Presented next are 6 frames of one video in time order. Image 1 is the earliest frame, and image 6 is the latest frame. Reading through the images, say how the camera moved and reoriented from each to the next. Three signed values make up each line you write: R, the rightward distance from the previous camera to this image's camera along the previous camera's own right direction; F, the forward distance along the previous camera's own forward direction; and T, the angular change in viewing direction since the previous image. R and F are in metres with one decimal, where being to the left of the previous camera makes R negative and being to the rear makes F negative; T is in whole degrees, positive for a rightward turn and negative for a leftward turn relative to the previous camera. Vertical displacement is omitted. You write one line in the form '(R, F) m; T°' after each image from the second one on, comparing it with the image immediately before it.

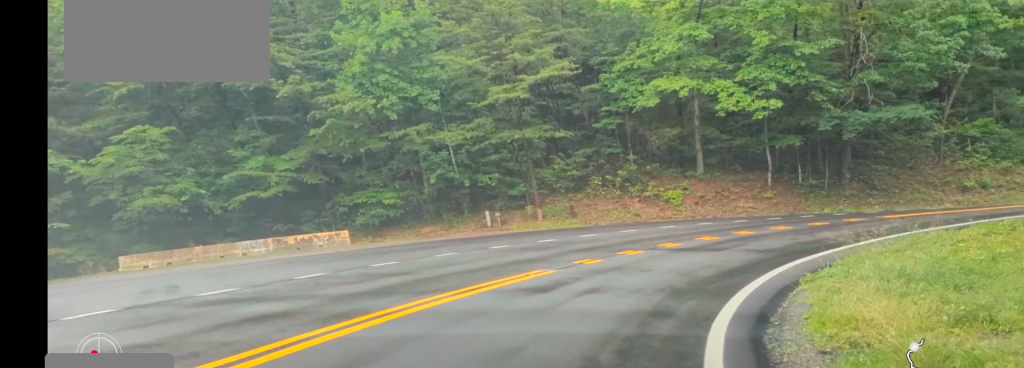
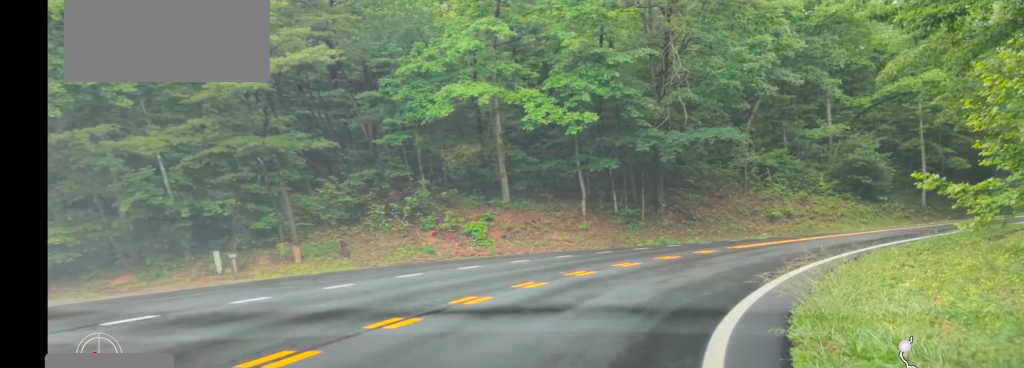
(+1.2, +7.5) m; +20°
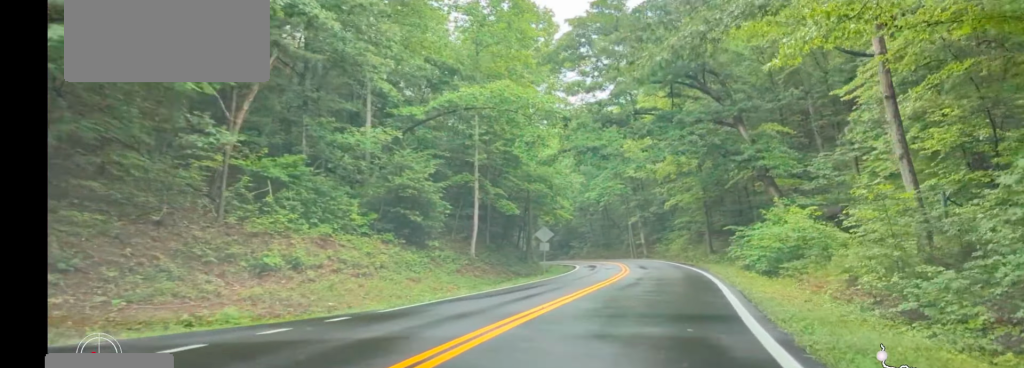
(+8.4, +17.9) m; +38°
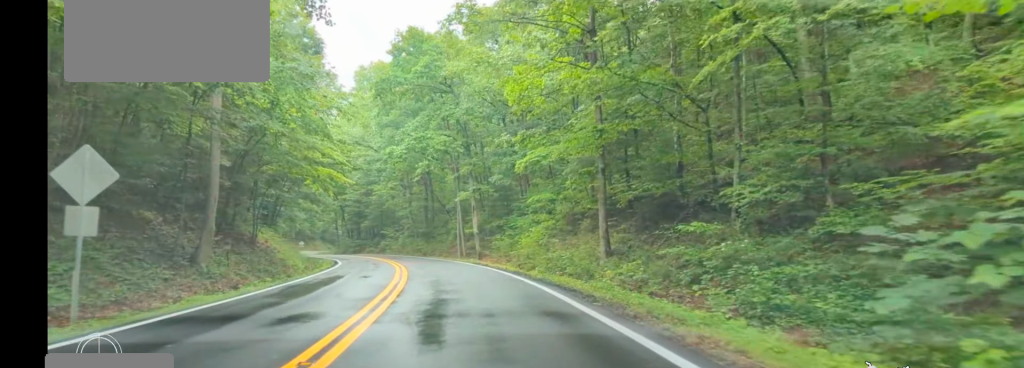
(+5.1, +30.3) m; +12°
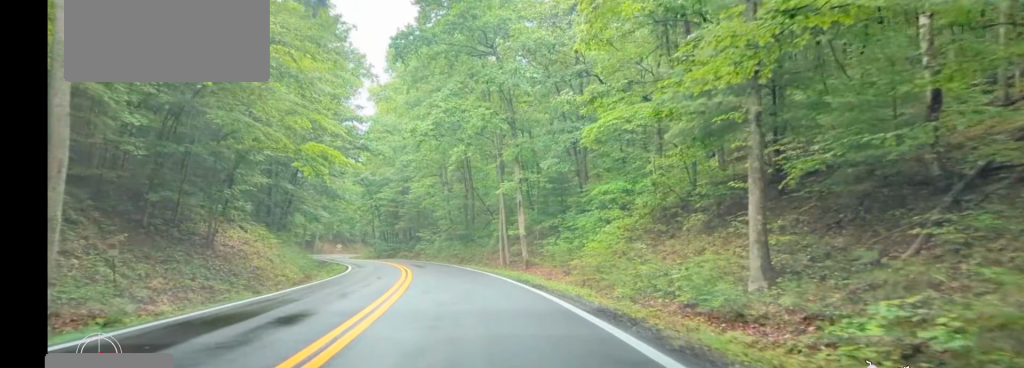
(-0.5, +11.9) m; -4°
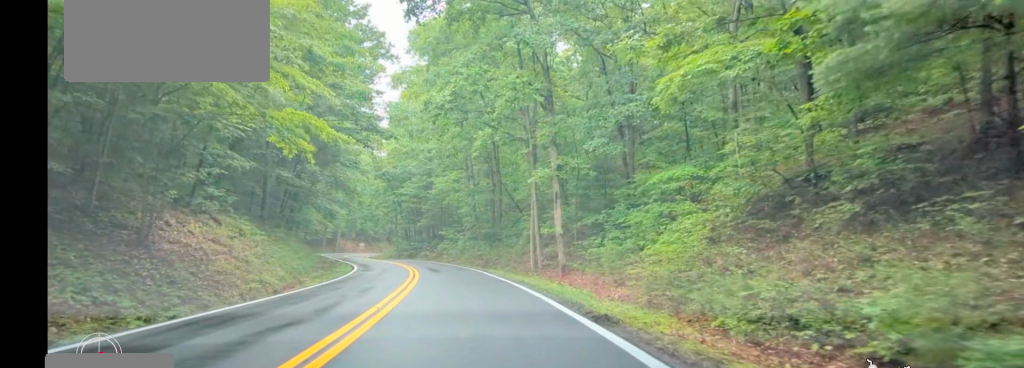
(-0.1, +7.1) m; -2°
